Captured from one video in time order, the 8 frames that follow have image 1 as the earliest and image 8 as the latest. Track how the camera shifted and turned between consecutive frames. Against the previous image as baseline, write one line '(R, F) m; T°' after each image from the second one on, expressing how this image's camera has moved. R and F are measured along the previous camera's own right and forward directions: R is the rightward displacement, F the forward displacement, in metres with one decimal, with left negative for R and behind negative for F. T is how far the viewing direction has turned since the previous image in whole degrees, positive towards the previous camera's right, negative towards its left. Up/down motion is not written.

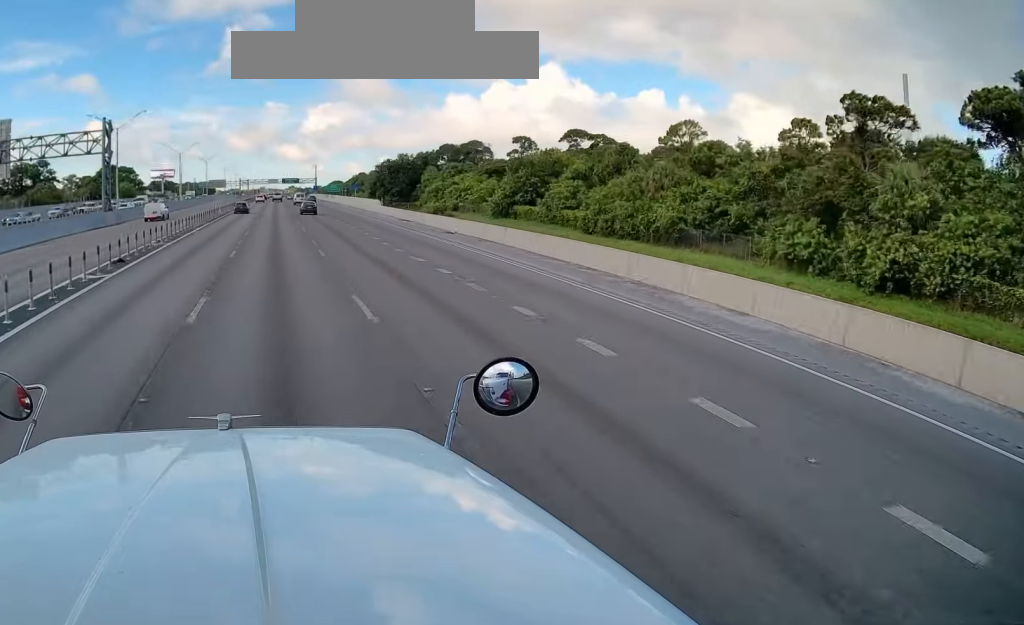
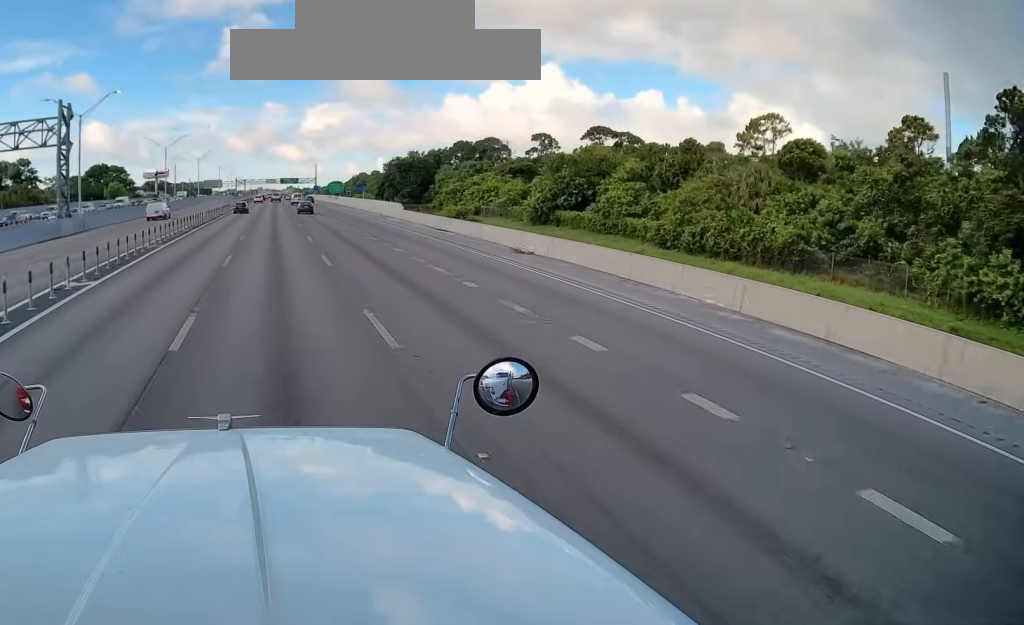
(+0.2, +14.2) m; +1°
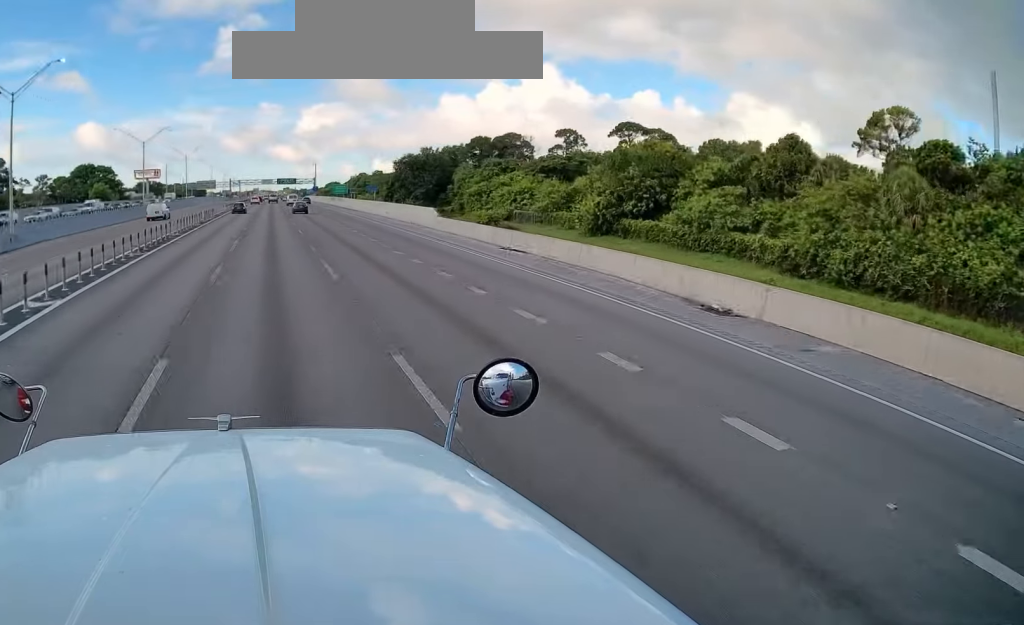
(+0.1, +15.9) m; 0°
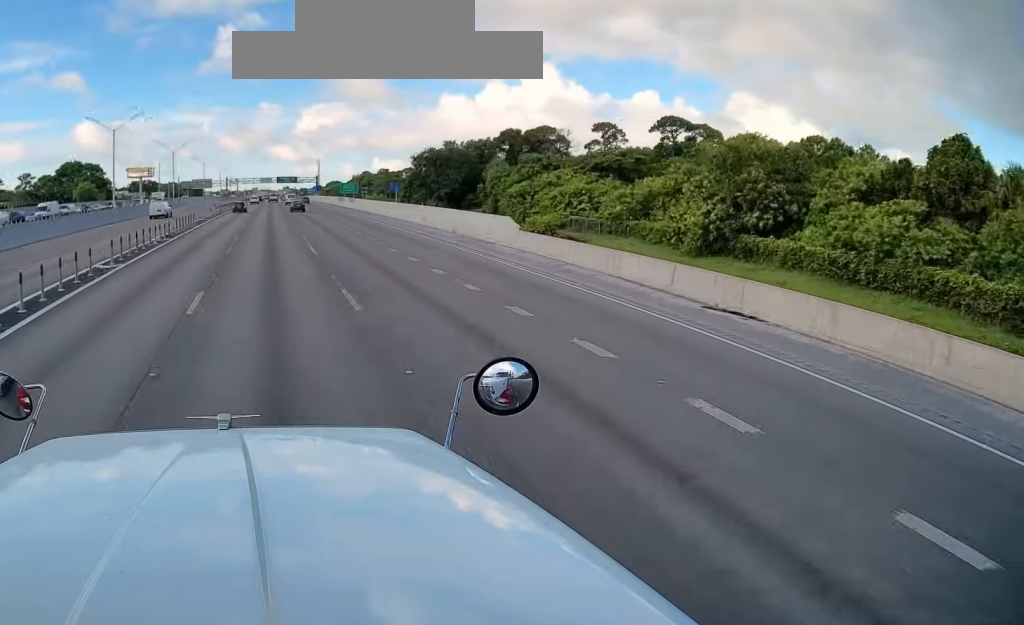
(0.0, +17.6) m; 0°
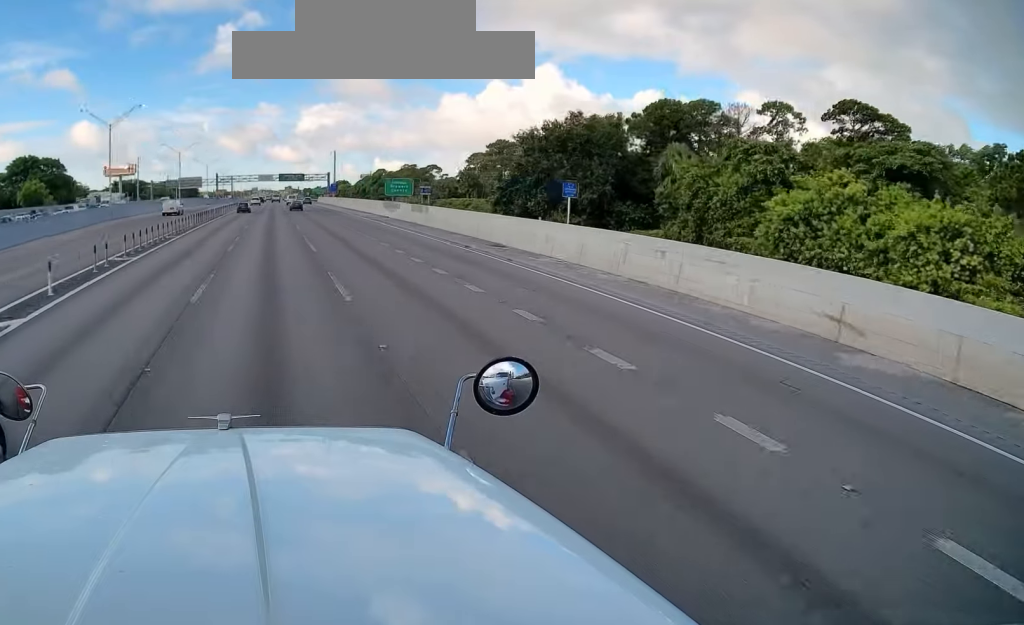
(-0.6, +48.0) m; -1°
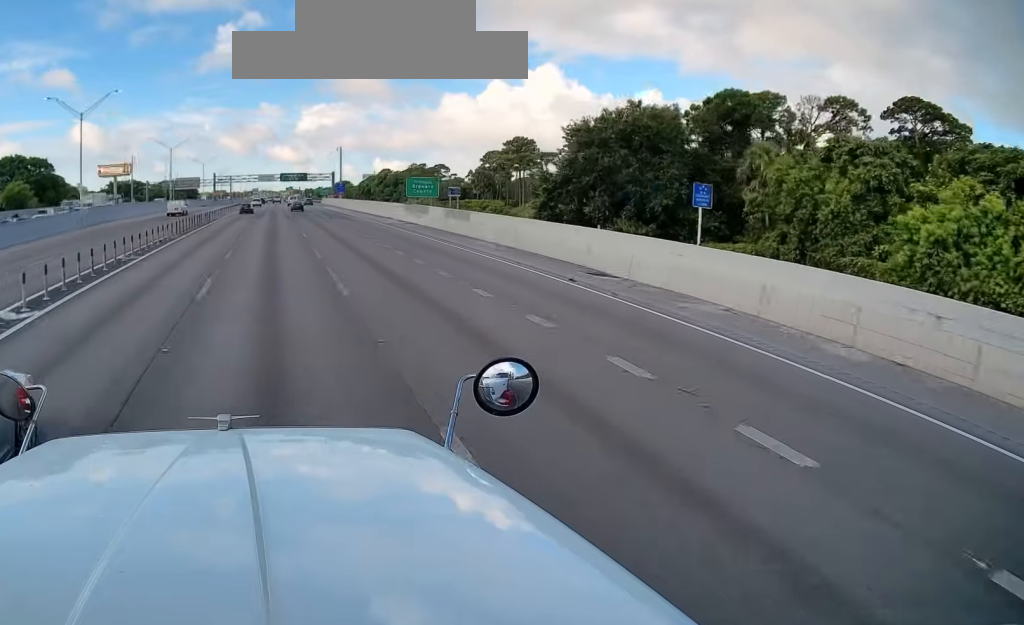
(0.0, +10.7) m; 0°
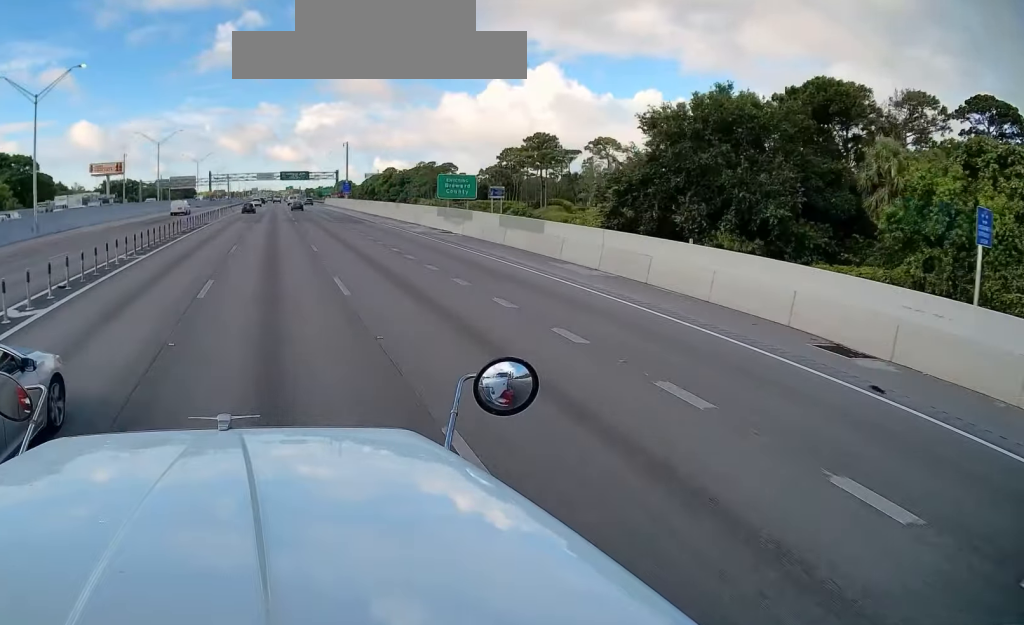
(0.0, +12.3) m; 0°
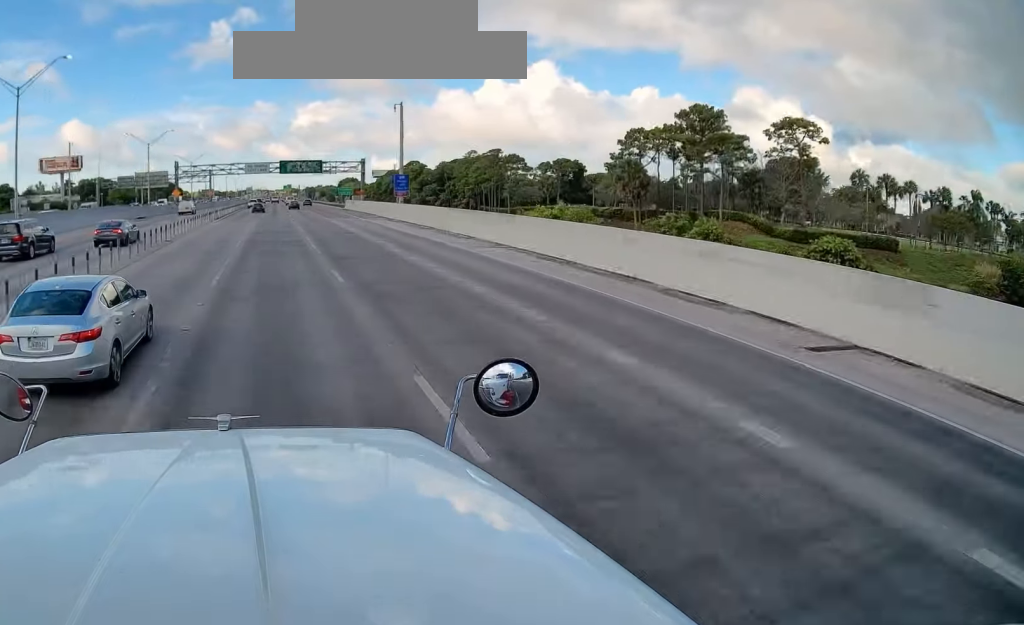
(-0.1, +55.6) m; +1°
